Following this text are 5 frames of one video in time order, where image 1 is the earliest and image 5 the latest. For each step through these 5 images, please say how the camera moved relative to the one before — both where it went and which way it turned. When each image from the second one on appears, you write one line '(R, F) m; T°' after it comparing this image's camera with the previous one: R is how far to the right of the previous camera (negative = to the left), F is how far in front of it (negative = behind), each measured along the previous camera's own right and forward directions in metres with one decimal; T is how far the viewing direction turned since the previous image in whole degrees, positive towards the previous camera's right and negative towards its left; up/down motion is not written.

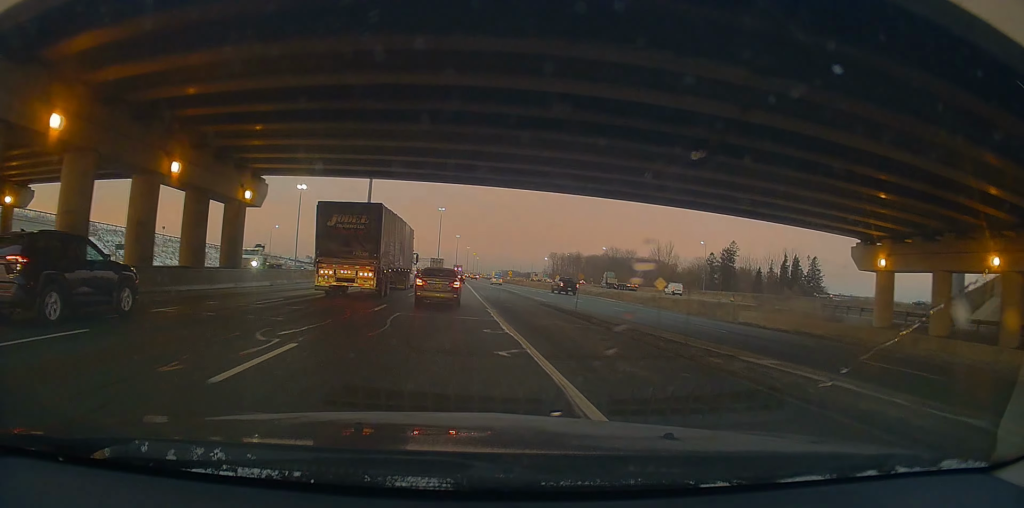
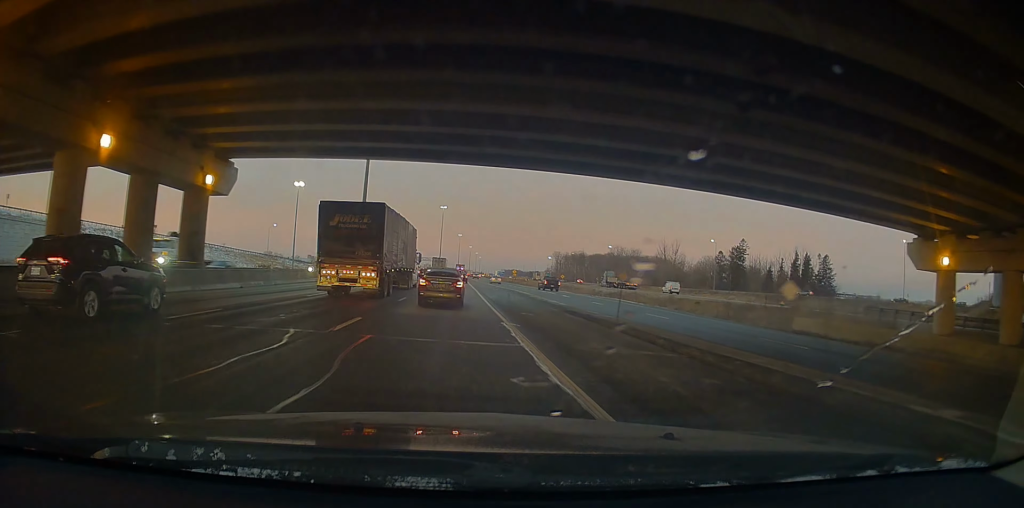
(0.0, +6.0) m; -1°
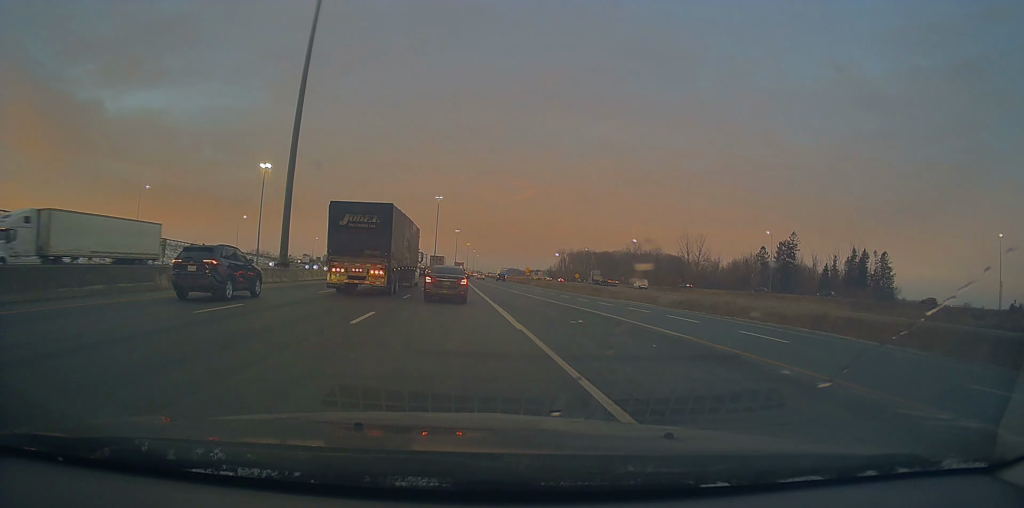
(-0.2, +34.4) m; 0°
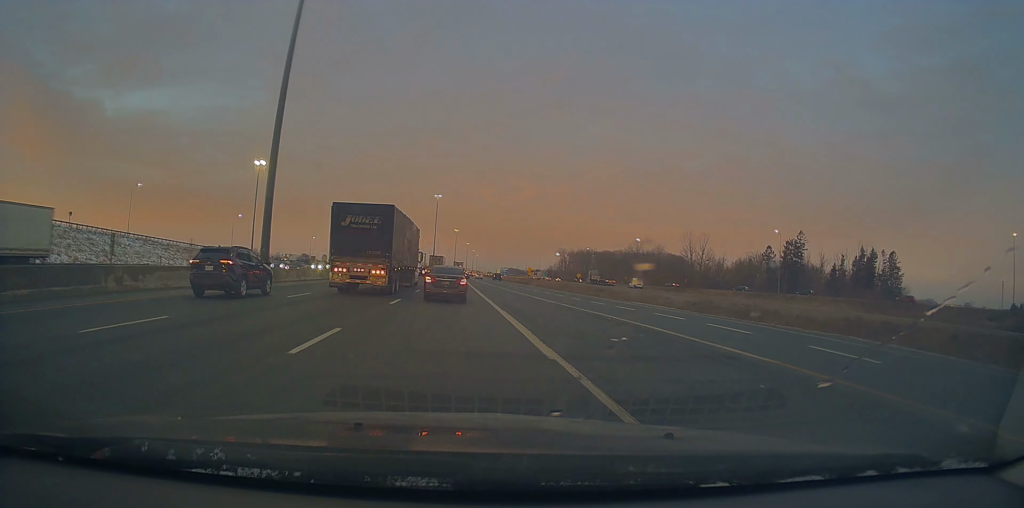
(-0.1, +4.5) m; +1°
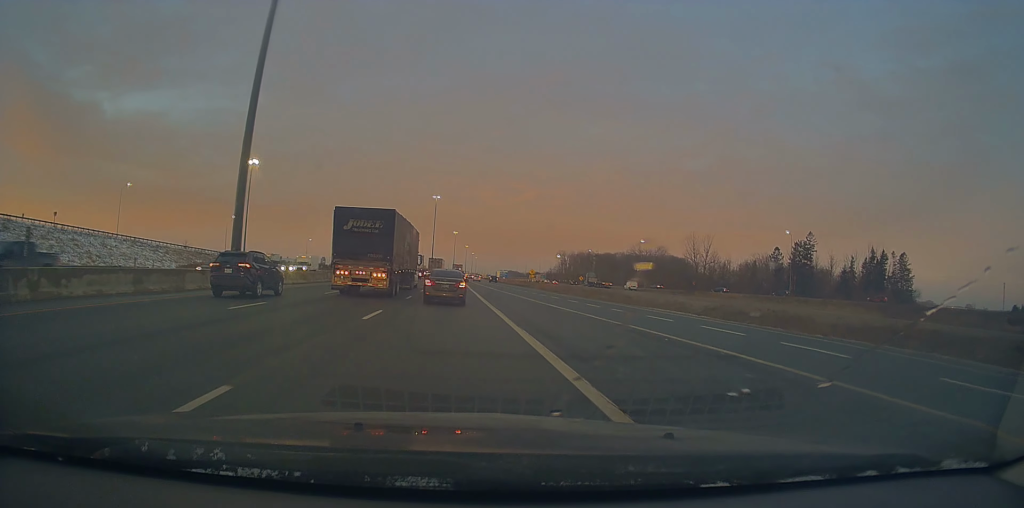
(+0.1, +5.5) m; +1°
